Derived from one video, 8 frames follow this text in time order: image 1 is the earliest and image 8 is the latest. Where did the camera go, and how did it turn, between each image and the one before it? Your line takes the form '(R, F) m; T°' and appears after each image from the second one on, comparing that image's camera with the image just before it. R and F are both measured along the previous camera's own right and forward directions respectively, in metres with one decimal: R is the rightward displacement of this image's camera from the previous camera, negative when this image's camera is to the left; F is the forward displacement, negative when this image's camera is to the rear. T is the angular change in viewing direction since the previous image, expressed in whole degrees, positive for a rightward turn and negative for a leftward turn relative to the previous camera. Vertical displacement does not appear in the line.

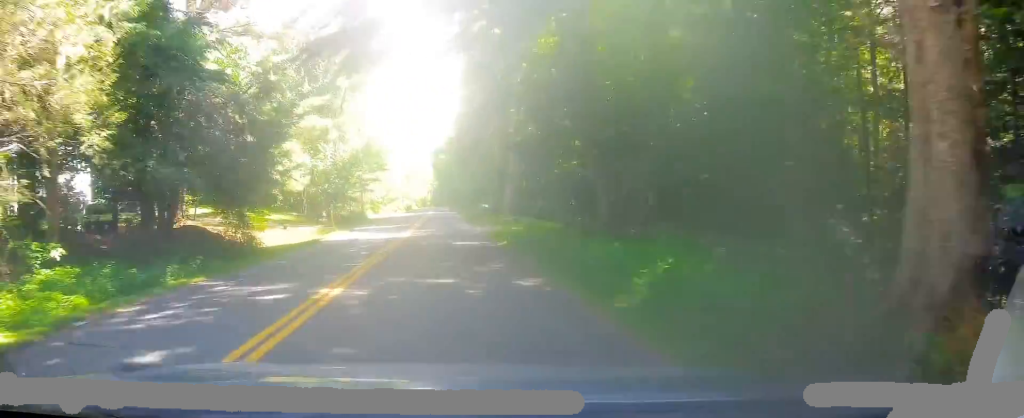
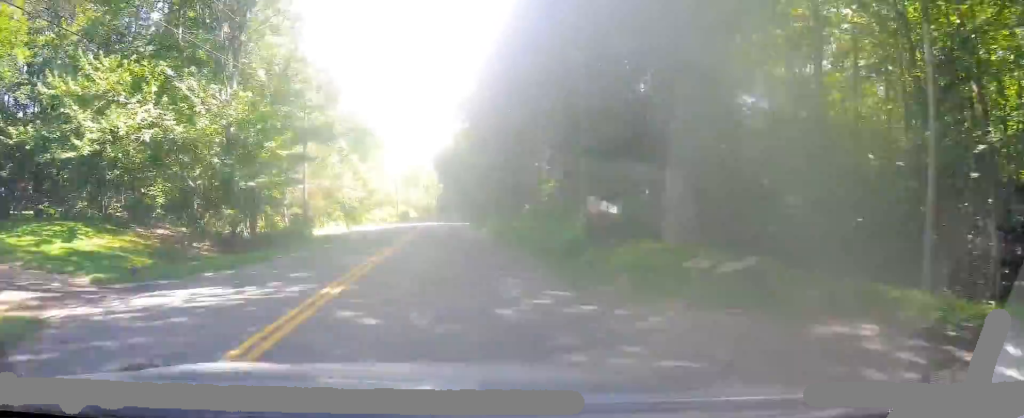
(0.0, +28.7) m; 0°
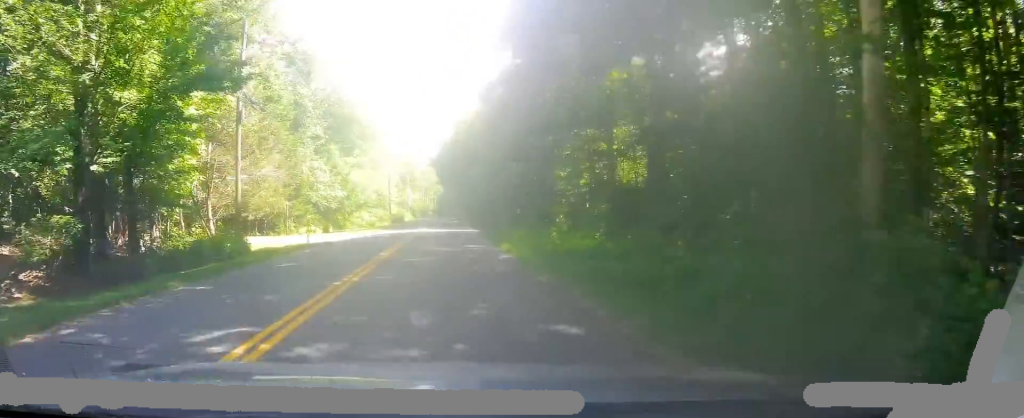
(0.0, +12.7) m; 0°
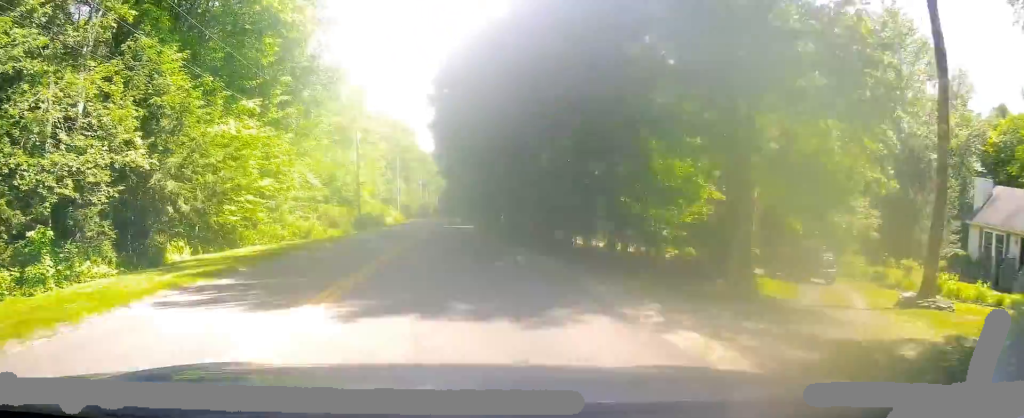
(-0.8, +35.0) m; -3°
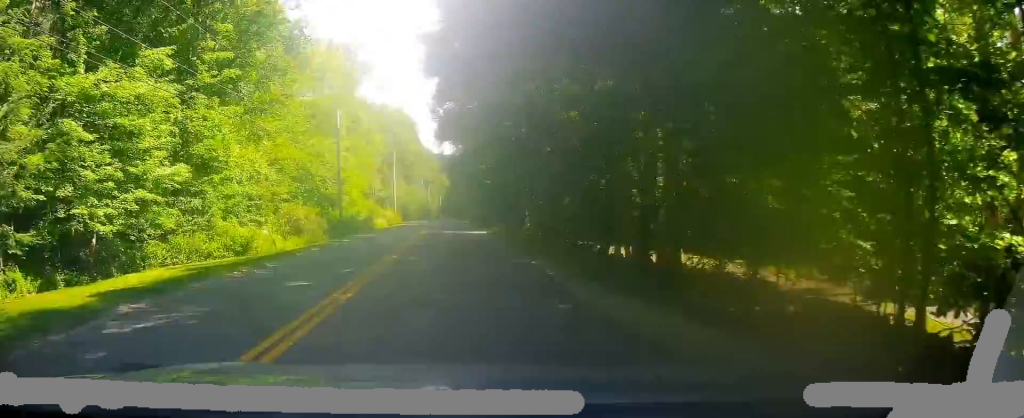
(0.0, +11.9) m; 0°
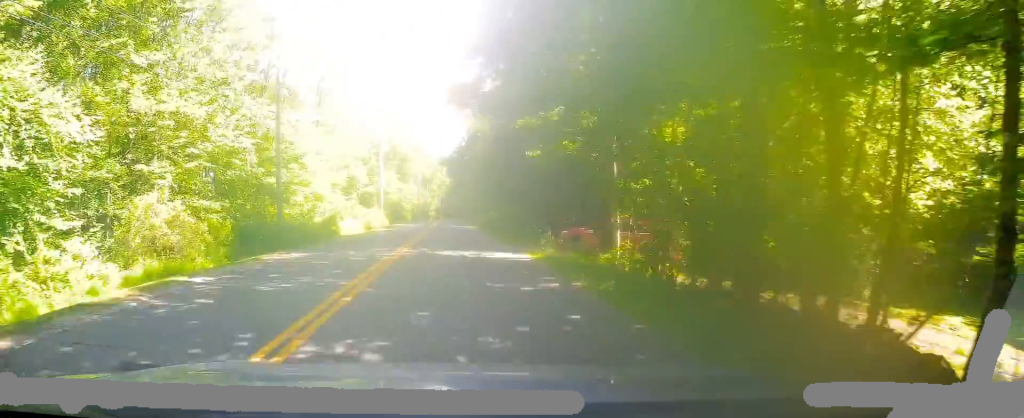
(0.0, +16.6) m; +1°
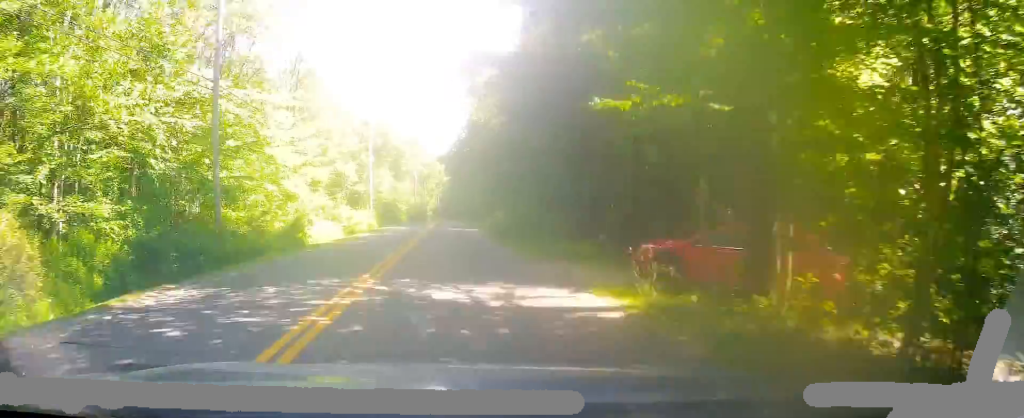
(0.0, +7.9) m; 0°
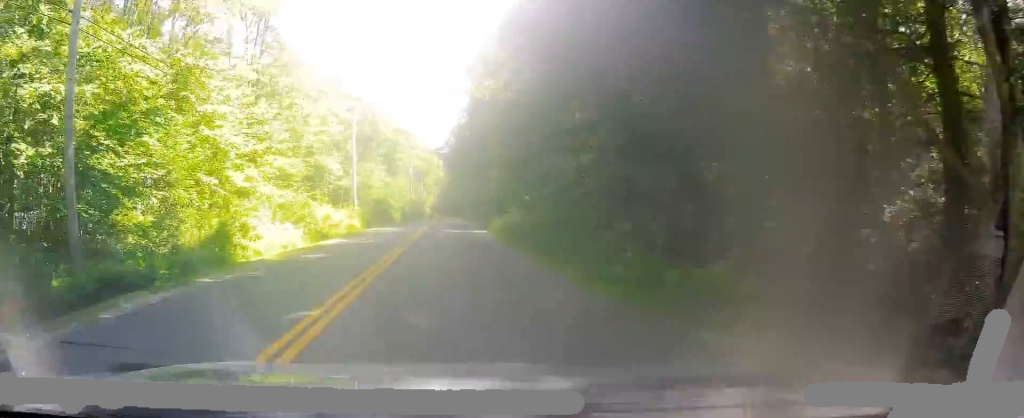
(+0.2, +9.2) m; 0°
